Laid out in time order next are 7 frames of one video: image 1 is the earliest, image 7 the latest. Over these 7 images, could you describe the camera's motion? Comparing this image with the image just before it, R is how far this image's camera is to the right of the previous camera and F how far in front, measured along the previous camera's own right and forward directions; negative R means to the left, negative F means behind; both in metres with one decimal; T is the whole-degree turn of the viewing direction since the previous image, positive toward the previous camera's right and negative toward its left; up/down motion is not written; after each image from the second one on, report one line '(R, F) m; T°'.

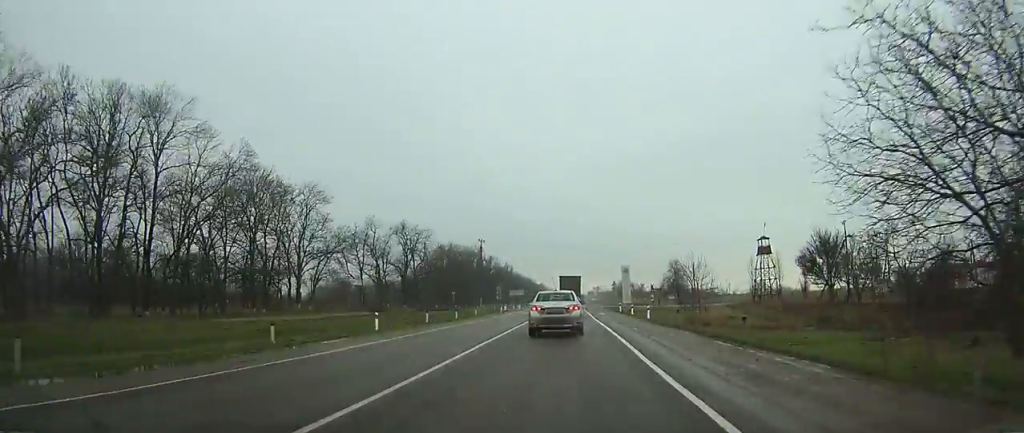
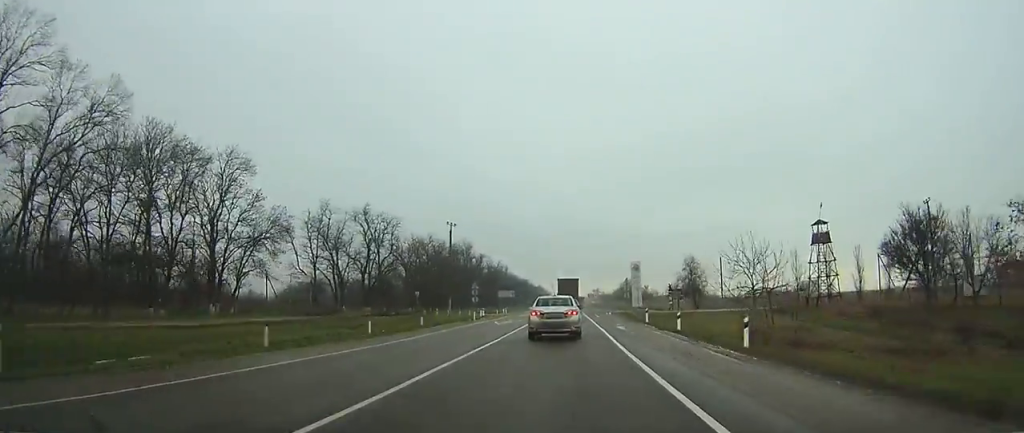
(-0.2, +20.6) m; -1°
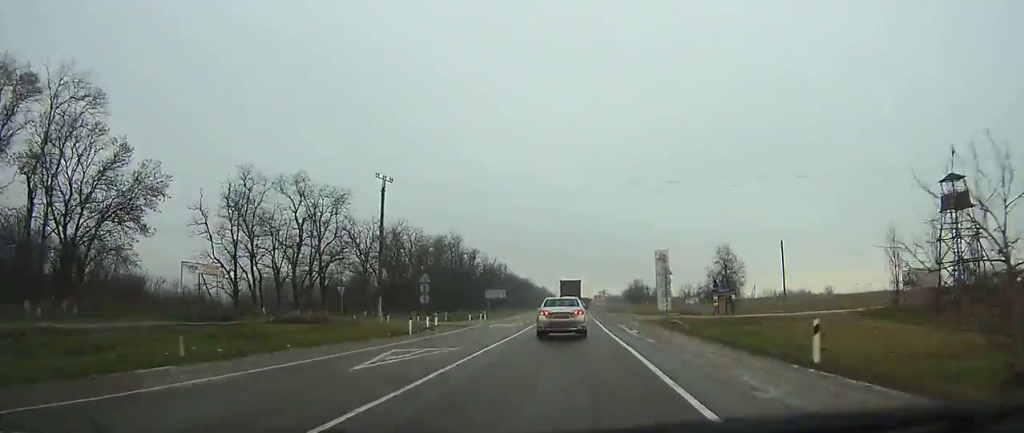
(-0.2, +24.9) m; -1°
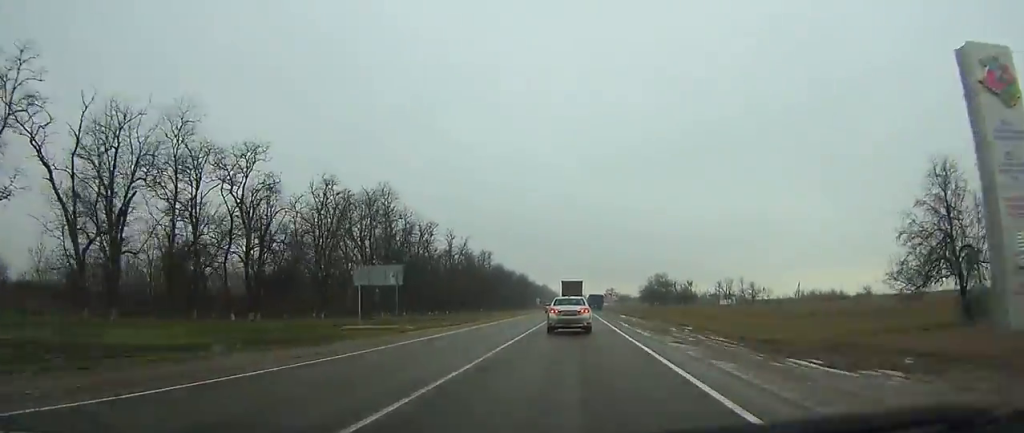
(-0.1, +62.6) m; 0°
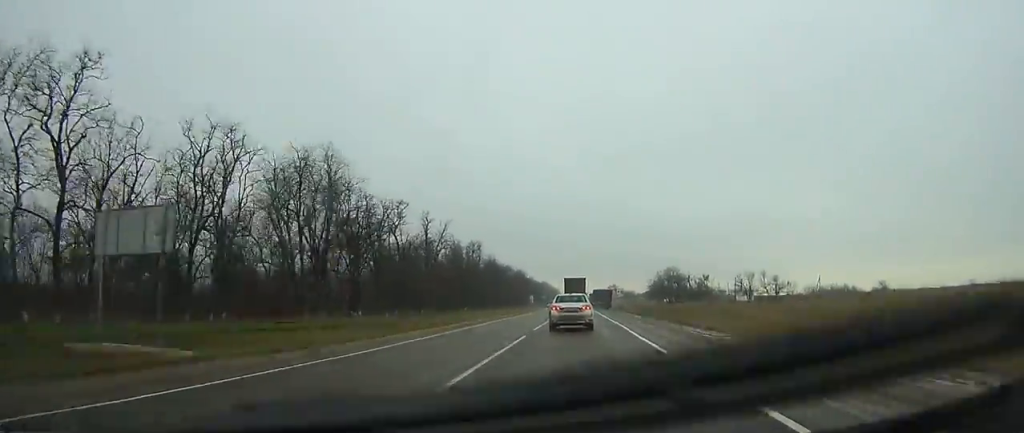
(-0.1, +22.9) m; 0°
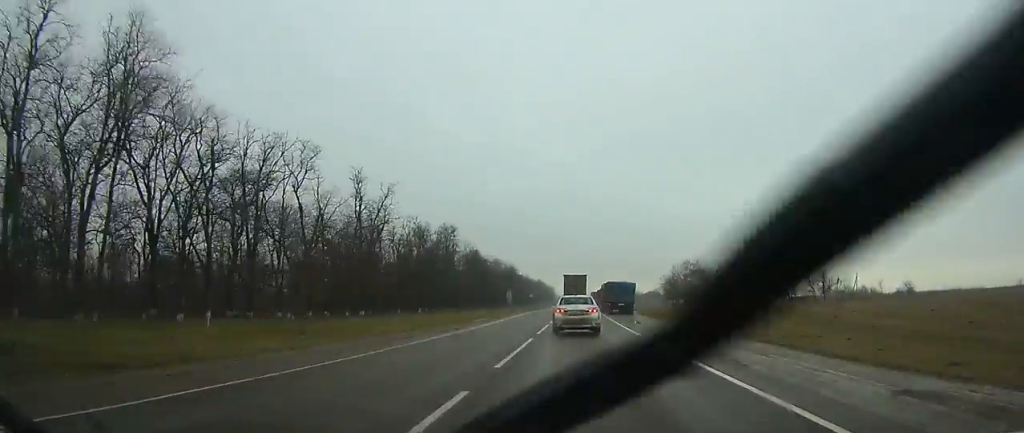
(+0.3, +35.9) m; +1°
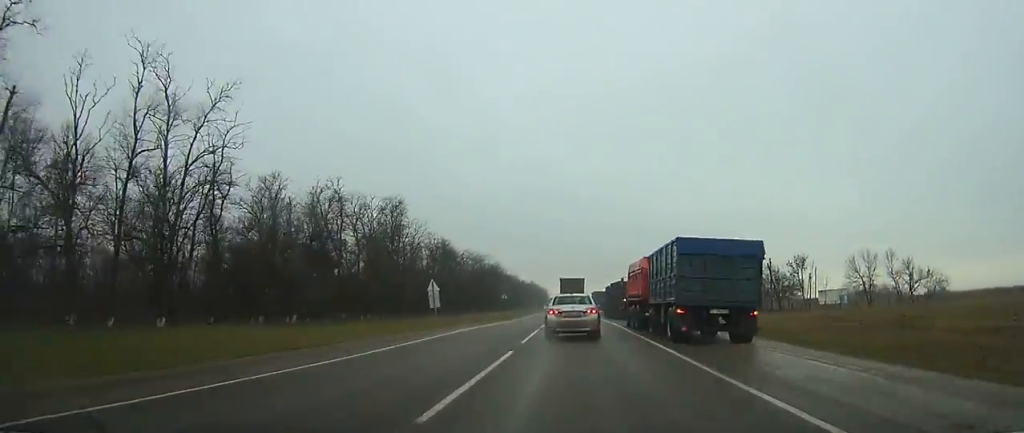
(+0.3, +40.7) m; +1°
